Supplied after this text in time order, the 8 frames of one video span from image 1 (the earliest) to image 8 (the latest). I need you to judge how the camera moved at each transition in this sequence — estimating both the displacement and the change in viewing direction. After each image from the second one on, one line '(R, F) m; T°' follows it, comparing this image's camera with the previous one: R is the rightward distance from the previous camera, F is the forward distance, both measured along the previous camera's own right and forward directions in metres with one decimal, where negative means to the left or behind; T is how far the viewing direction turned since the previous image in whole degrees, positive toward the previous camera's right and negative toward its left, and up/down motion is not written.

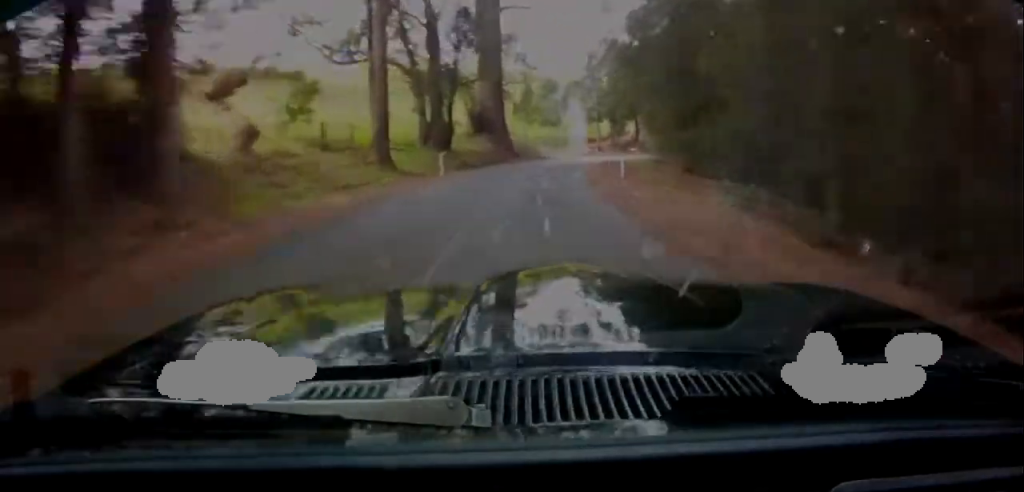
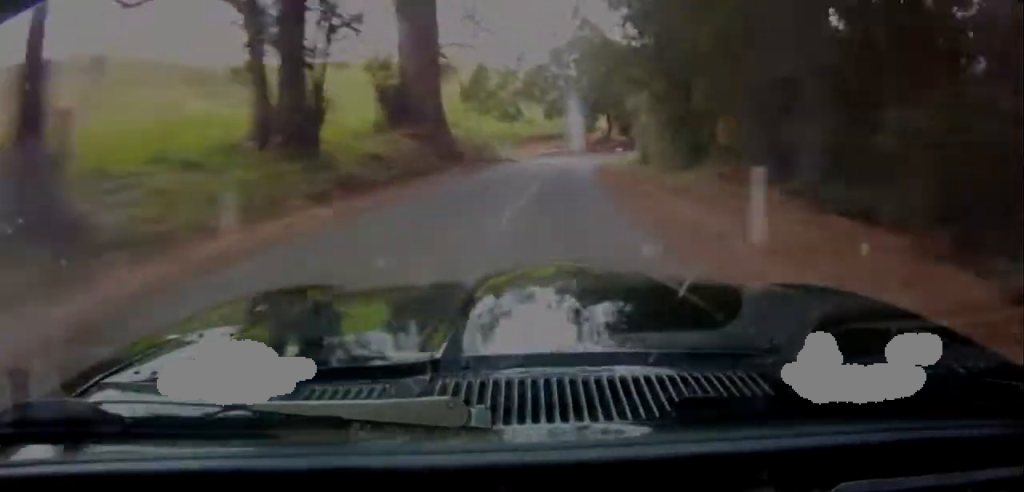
(+0.2, +17.3) m; +2°
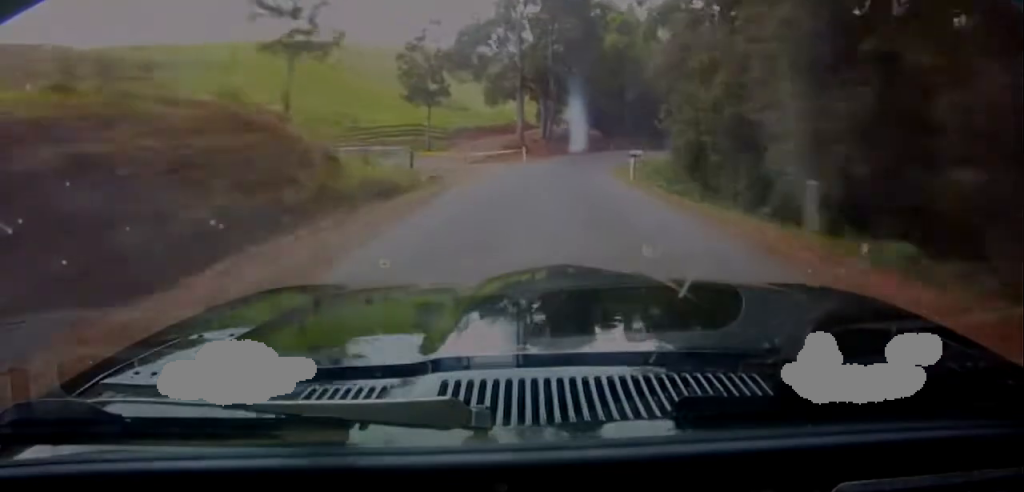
(+0.6, +31.5) m; +5°
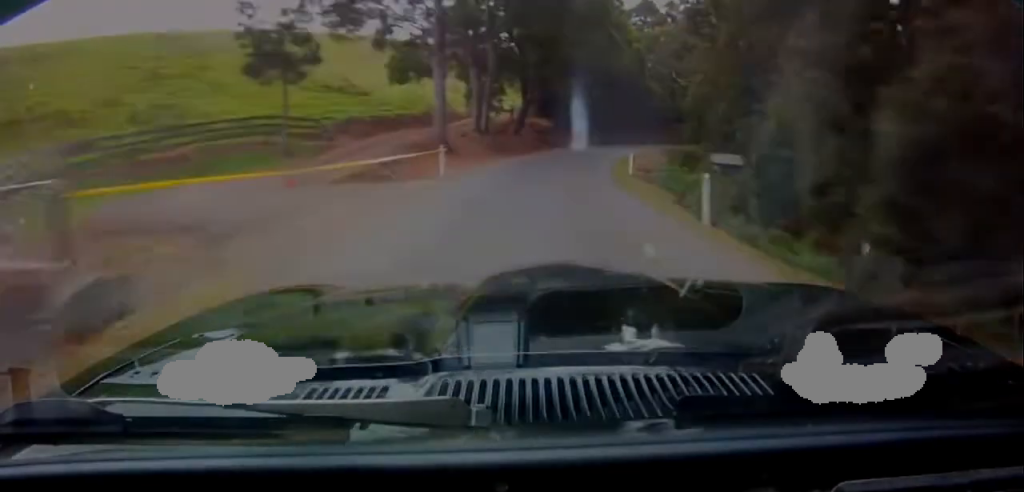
(0.0, +20.7) m; +5°
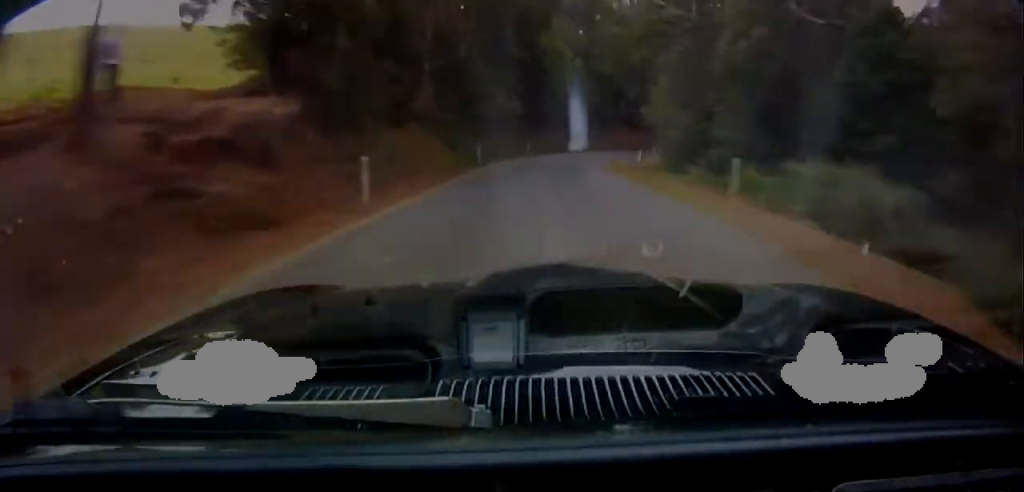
(+5.7, +42.6) m; +14°
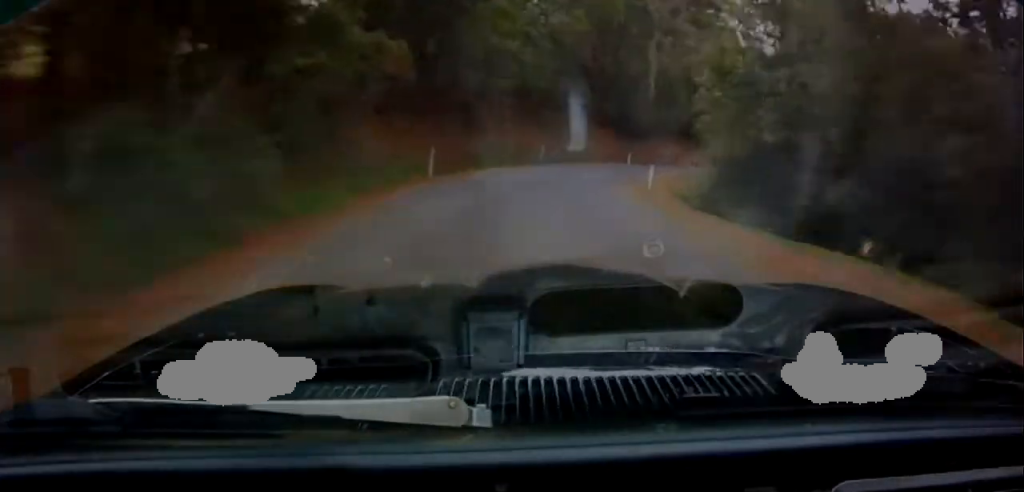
(+2.2, +28.1) m; +11°
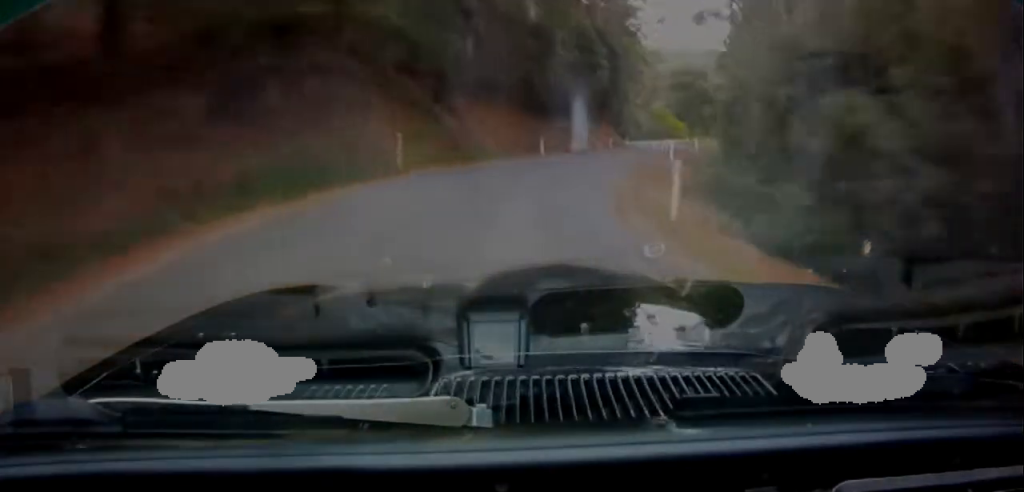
(+1.1, +18.5) m; +9°
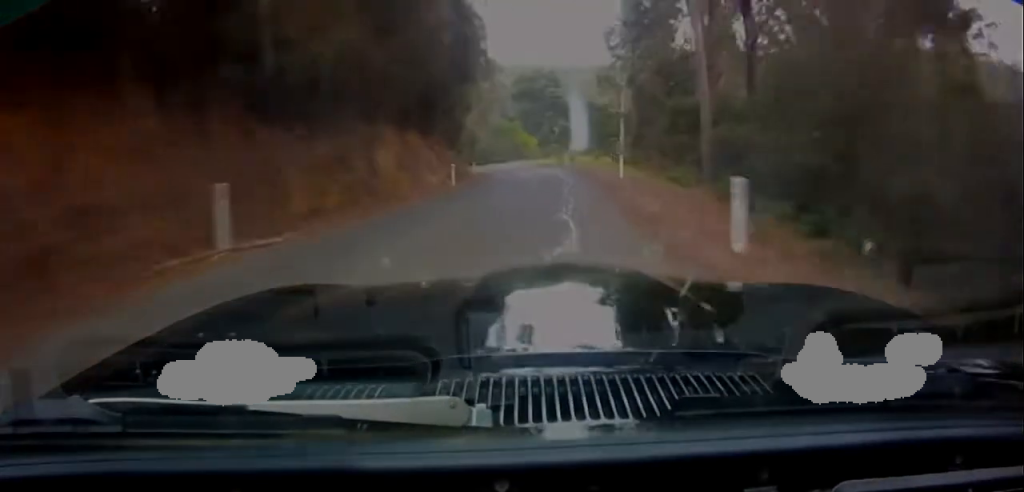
(+2.9, +24.3) m; +11°
